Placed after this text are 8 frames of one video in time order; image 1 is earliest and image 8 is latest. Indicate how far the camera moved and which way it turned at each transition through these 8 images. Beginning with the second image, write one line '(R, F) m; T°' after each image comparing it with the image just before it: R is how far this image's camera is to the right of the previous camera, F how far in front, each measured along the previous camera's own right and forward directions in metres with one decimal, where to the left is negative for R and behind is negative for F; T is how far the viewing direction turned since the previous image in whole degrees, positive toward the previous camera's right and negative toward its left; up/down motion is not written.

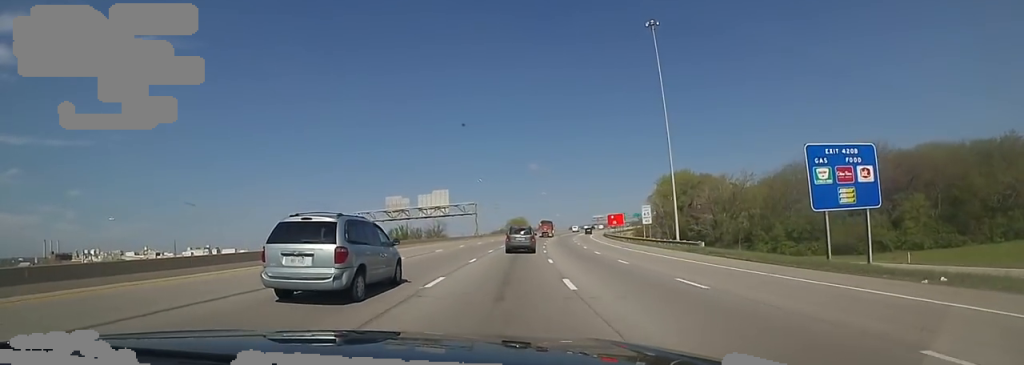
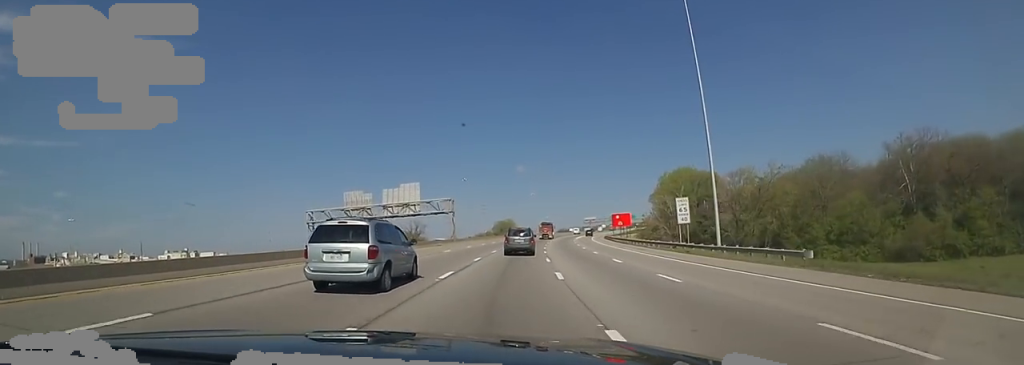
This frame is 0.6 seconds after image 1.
(+0.5, +17.8) m; +2°
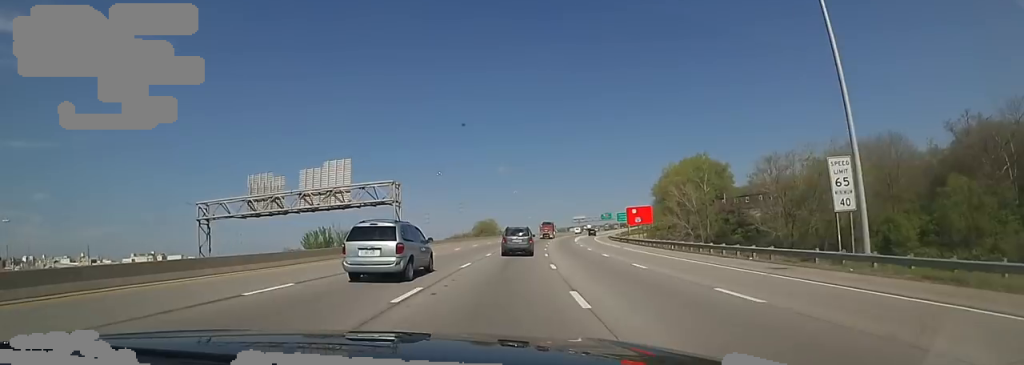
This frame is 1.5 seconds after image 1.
(+0.9, +25.3) m; +2°
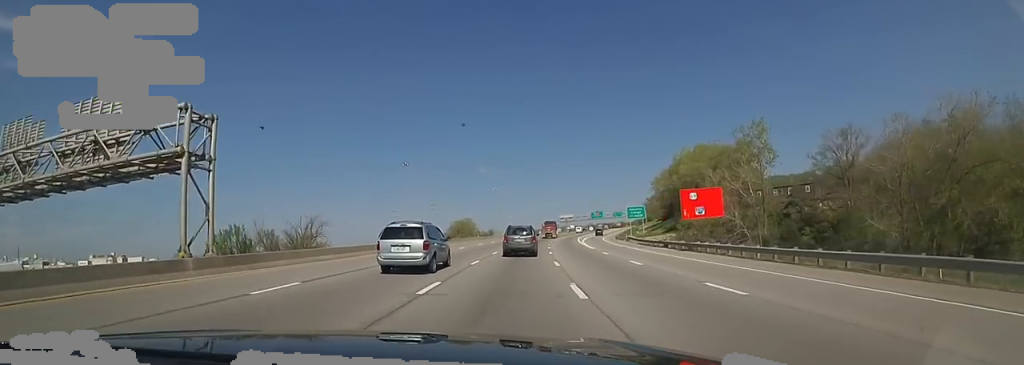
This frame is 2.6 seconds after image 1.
(0.0, +28.9) m; +1°
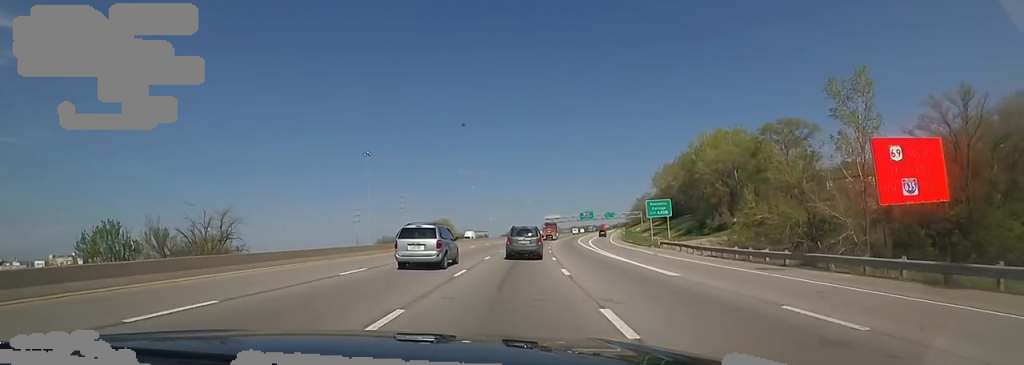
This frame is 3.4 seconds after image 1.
(+0.2, +24.1) m; +3°
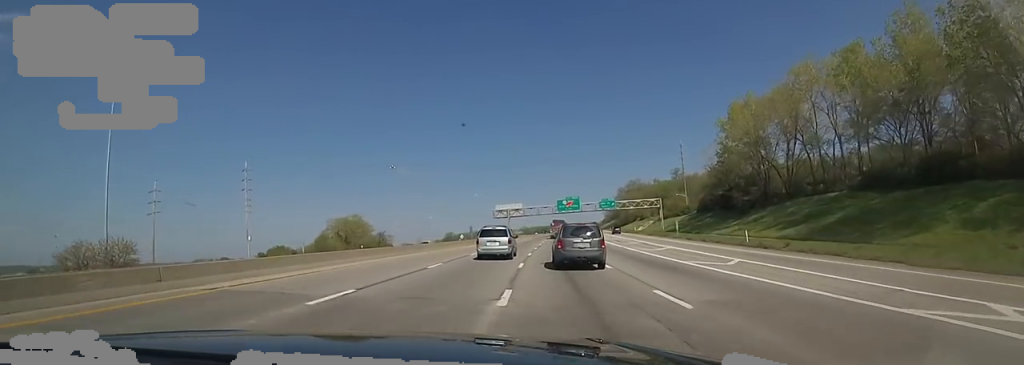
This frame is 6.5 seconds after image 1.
(+3.8, +84.9) m; +3°
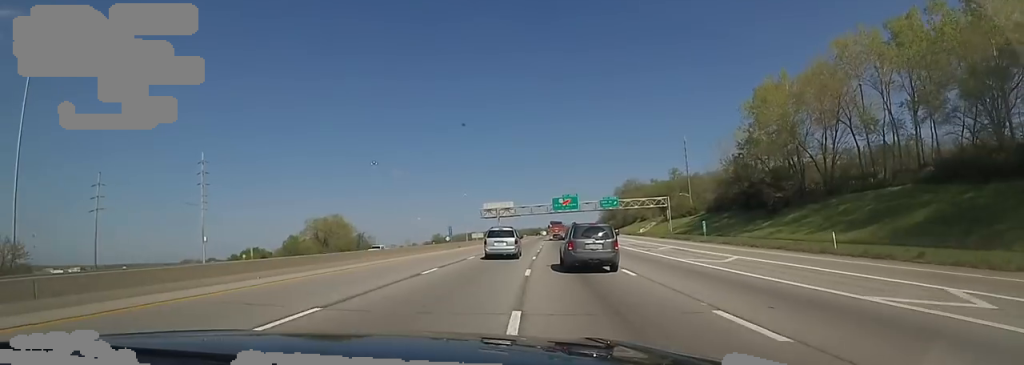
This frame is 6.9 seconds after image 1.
(-0.4, +13.2) m; +1°
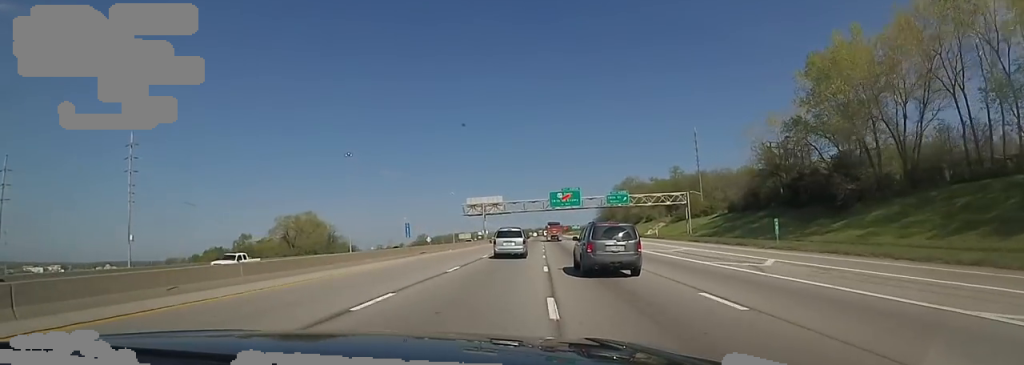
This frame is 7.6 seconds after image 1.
(+0.4, +18.1) m; +2°
